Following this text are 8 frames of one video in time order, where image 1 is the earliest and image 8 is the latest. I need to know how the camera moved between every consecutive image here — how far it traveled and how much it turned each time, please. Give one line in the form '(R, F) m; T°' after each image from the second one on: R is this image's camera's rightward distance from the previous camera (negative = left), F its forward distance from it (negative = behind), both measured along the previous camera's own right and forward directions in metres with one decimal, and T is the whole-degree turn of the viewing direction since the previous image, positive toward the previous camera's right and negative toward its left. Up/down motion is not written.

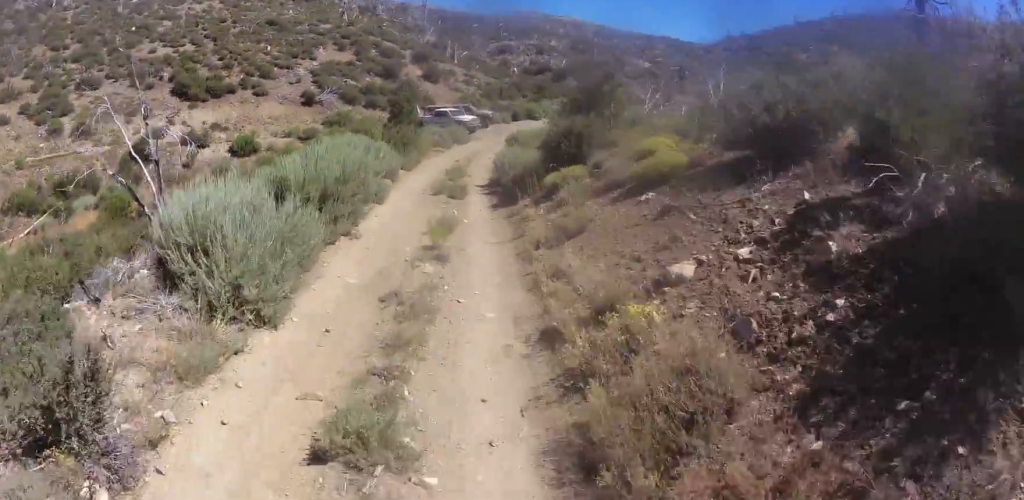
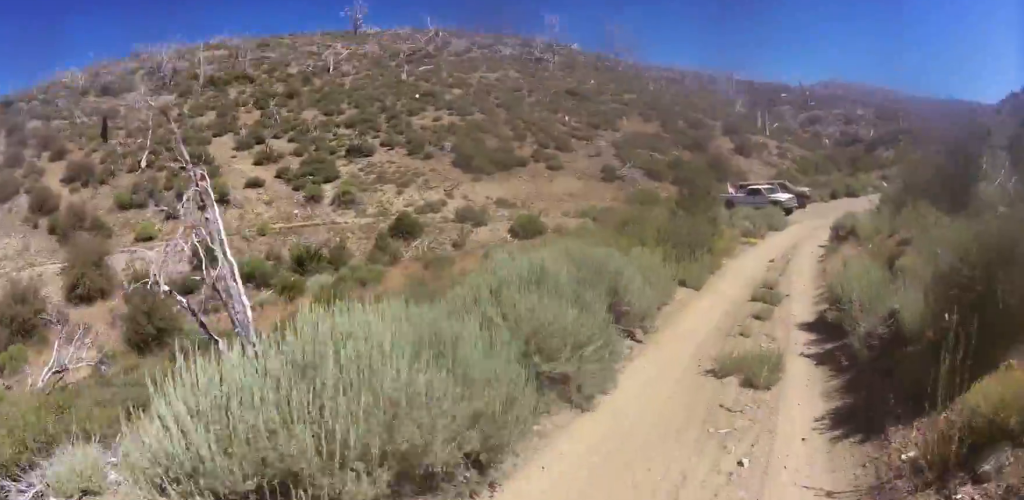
(-1.1, +6.7) m; -5°
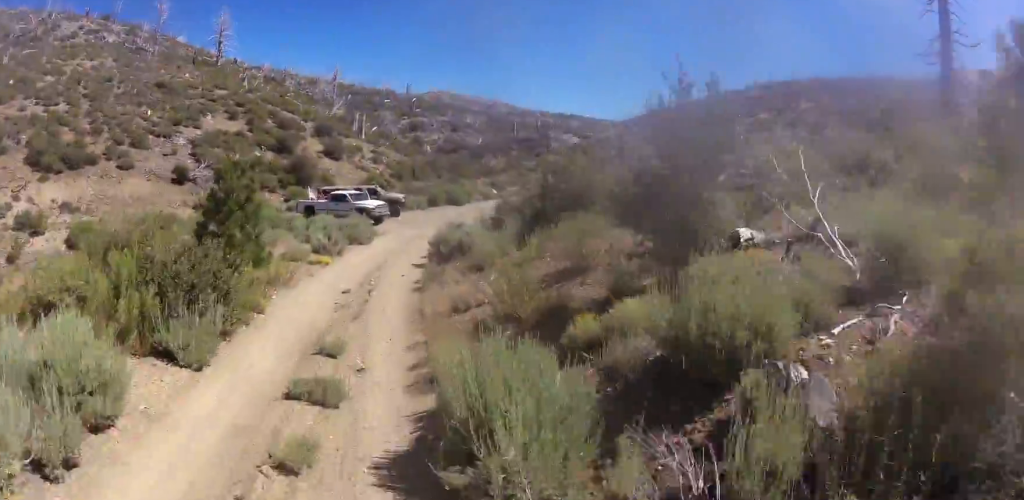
(+0.5, +4.7) m; +8°
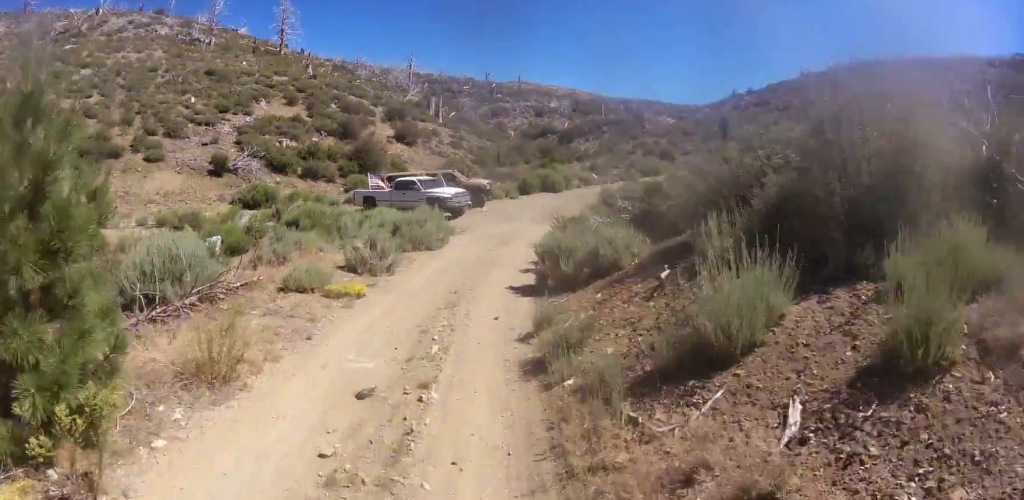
(+0.4, +7.9) m; 0°
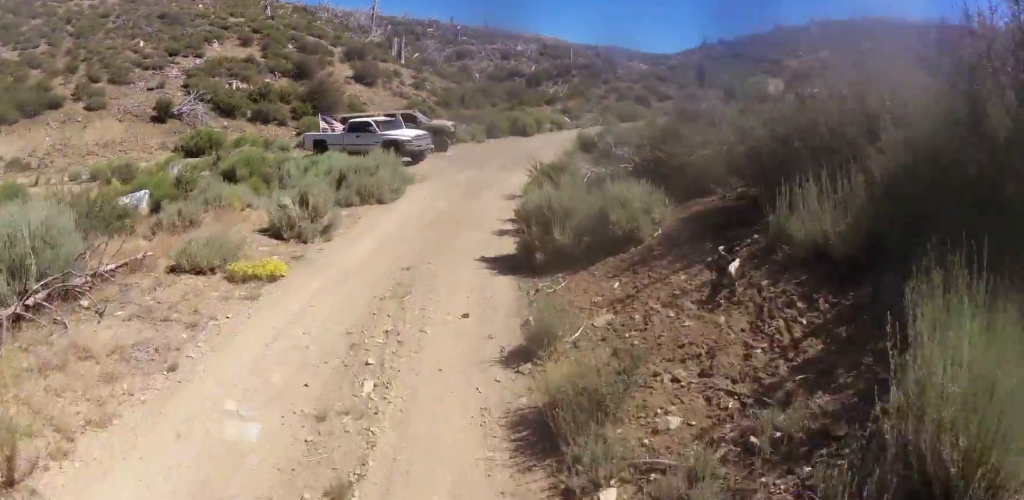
(0.0, +3.0) m; 0°
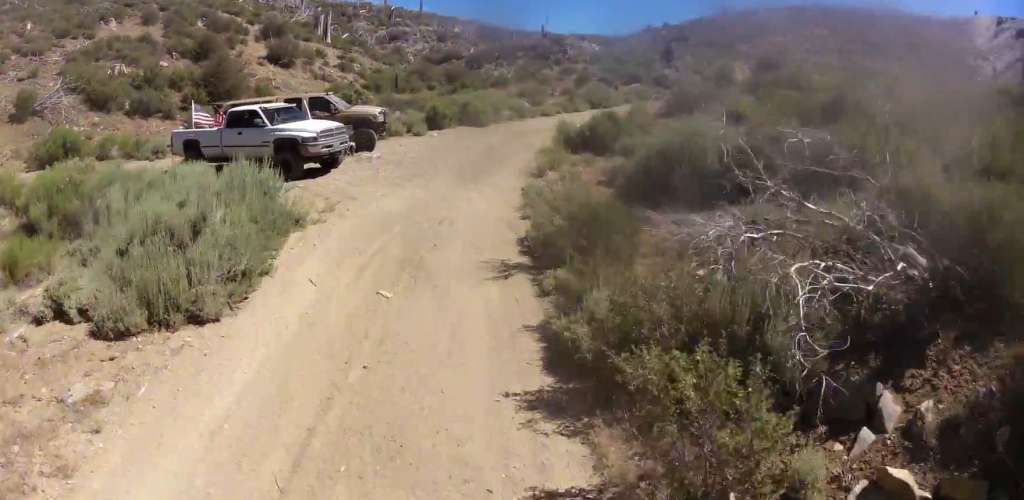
(0.0, +9.1) m; +7°
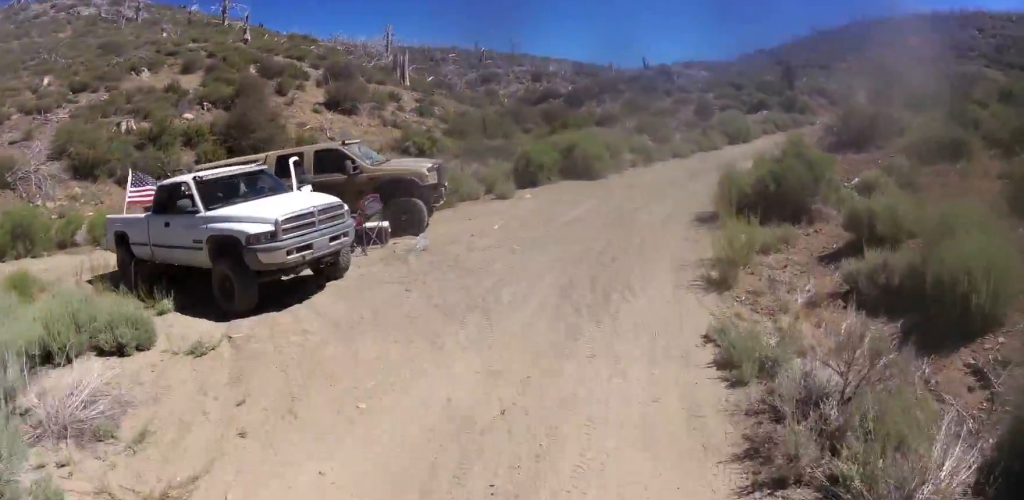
(+0.9, +8.1) m; +9°
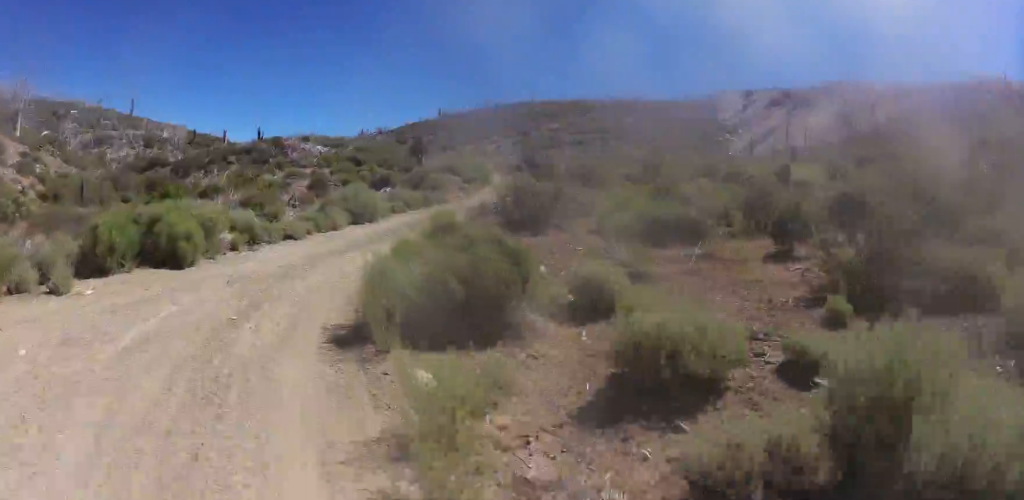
(+0.1, +4.7) m; +8°
